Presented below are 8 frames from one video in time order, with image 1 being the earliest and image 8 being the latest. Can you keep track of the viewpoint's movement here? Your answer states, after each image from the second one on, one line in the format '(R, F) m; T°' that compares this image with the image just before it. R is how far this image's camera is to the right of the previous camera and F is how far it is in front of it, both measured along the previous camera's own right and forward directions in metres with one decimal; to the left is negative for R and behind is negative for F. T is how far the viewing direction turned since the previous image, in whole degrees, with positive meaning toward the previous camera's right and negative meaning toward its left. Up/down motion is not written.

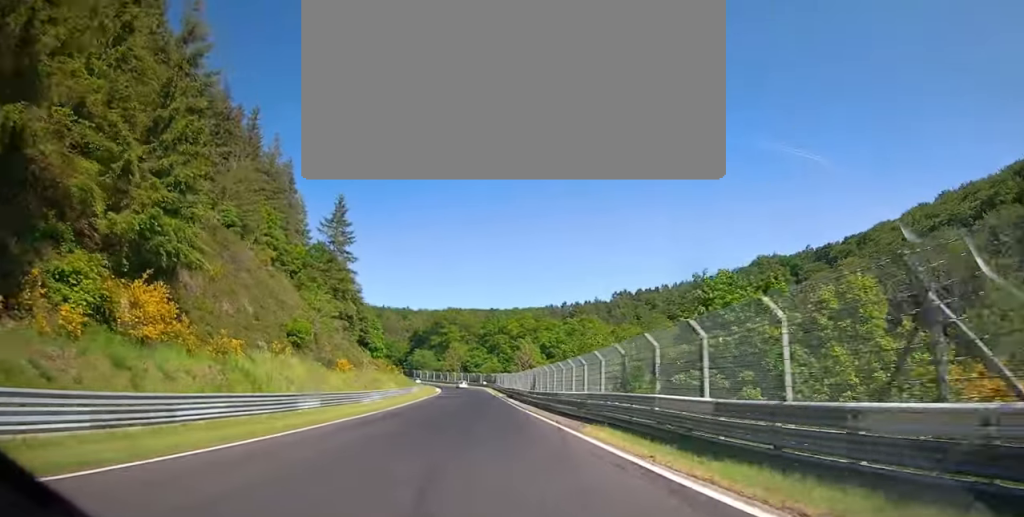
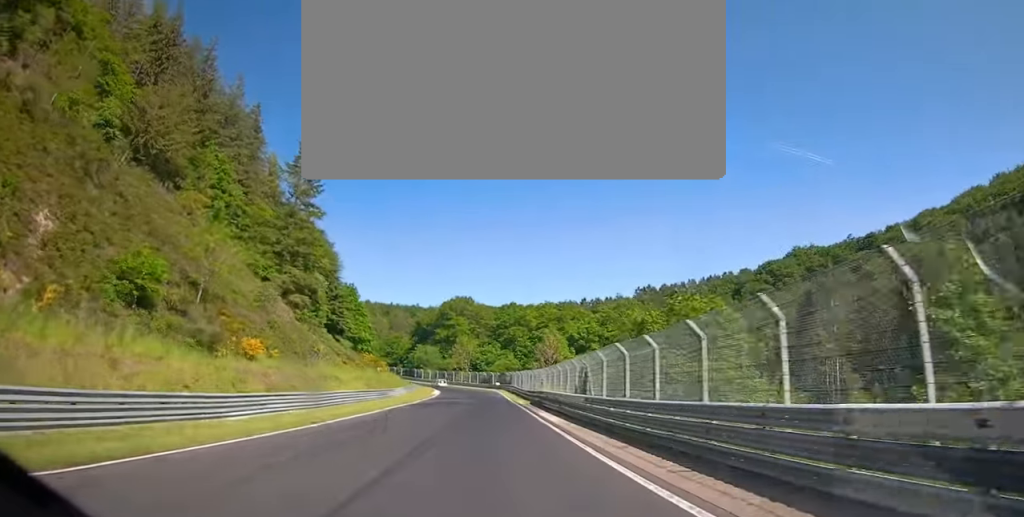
(-0.4, +23.8) m; -1°
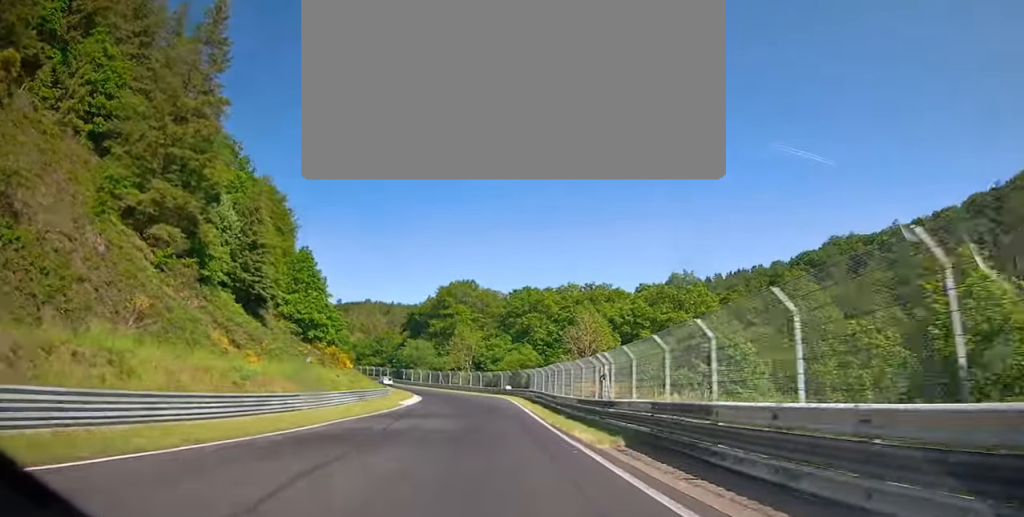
(-0.3, +27.8) m; -2°
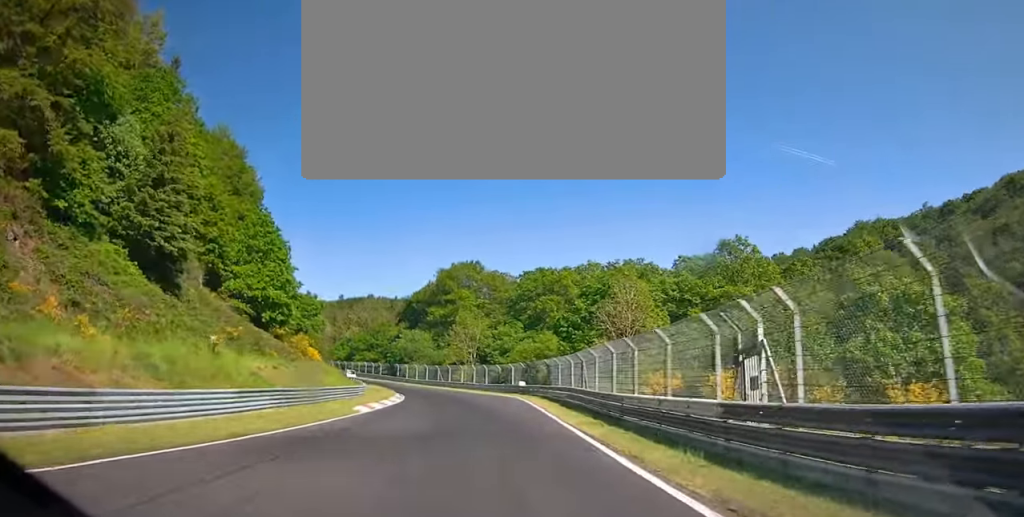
(+0.1, +14.8) m; -2°
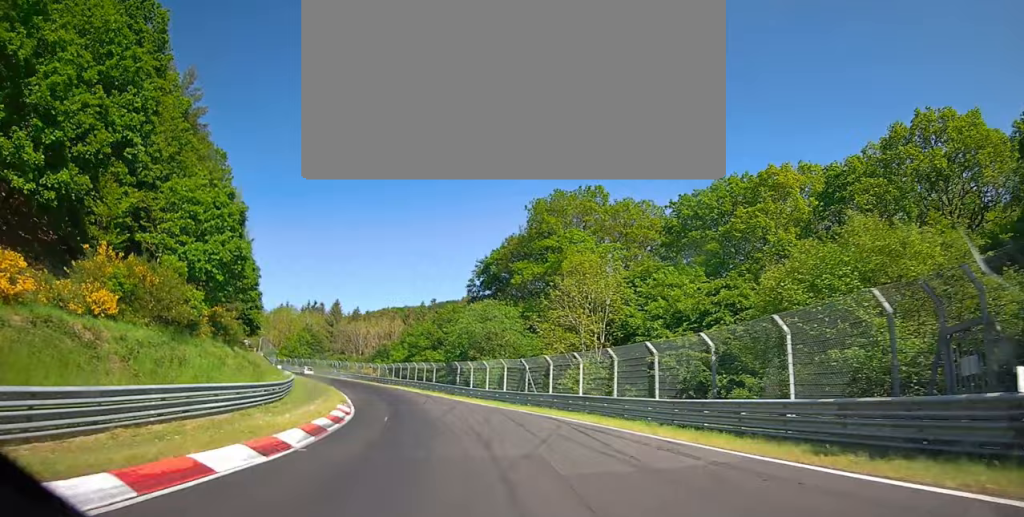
(-3.8, +40.7) m; -13°
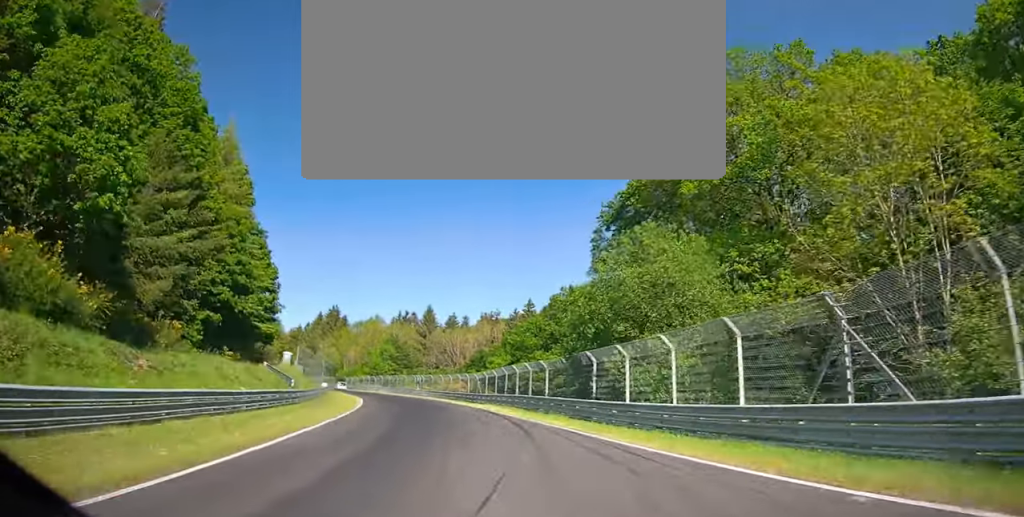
(-2.4, +24.9) m; -11°
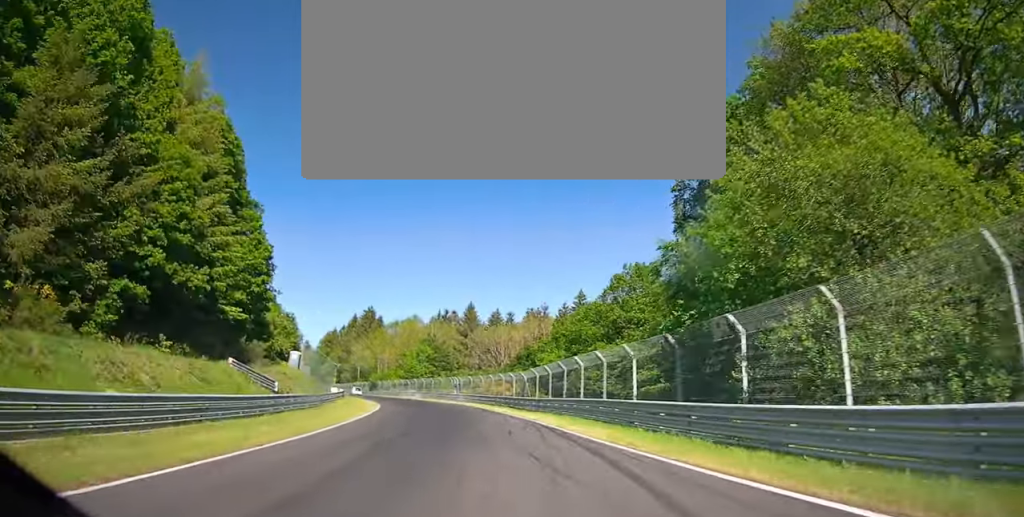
(-0.8, +11.6) m; -5°
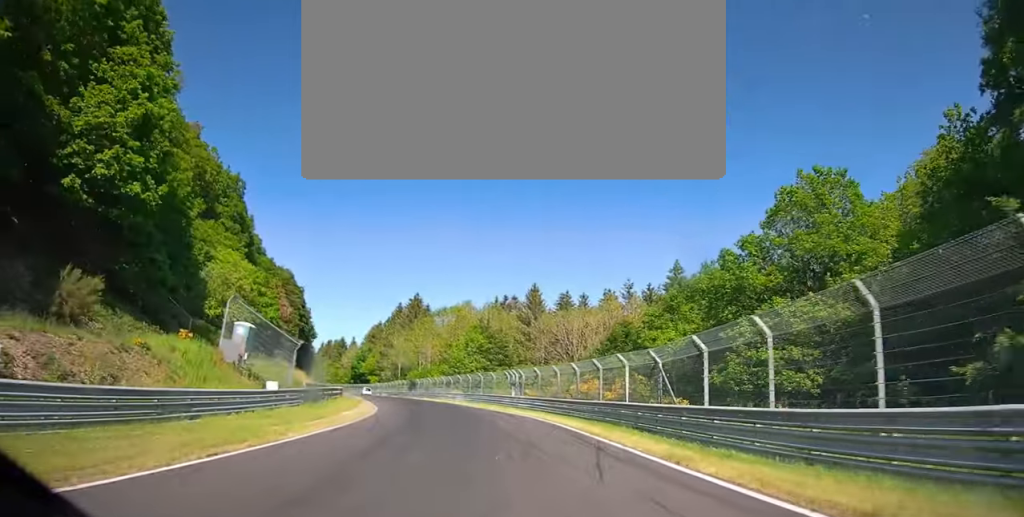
(-2.0, +23.4) m; -7°
